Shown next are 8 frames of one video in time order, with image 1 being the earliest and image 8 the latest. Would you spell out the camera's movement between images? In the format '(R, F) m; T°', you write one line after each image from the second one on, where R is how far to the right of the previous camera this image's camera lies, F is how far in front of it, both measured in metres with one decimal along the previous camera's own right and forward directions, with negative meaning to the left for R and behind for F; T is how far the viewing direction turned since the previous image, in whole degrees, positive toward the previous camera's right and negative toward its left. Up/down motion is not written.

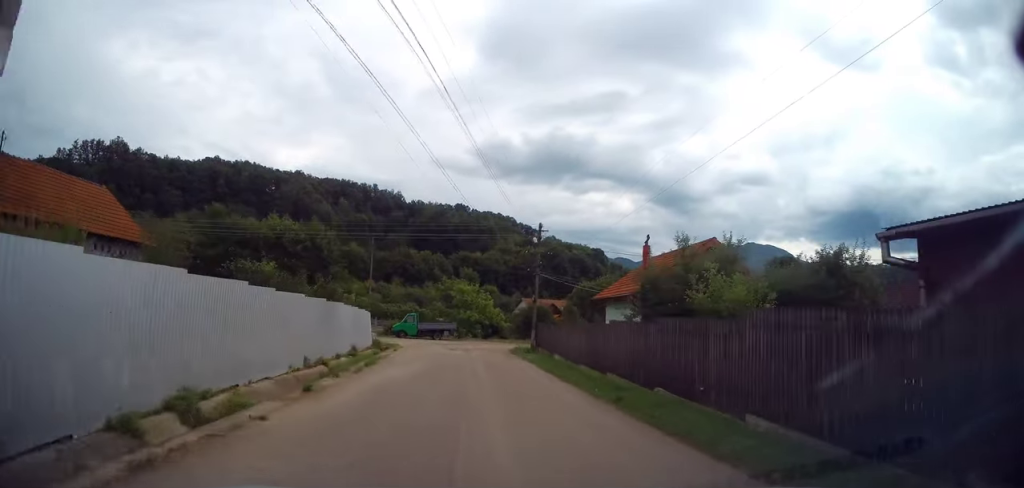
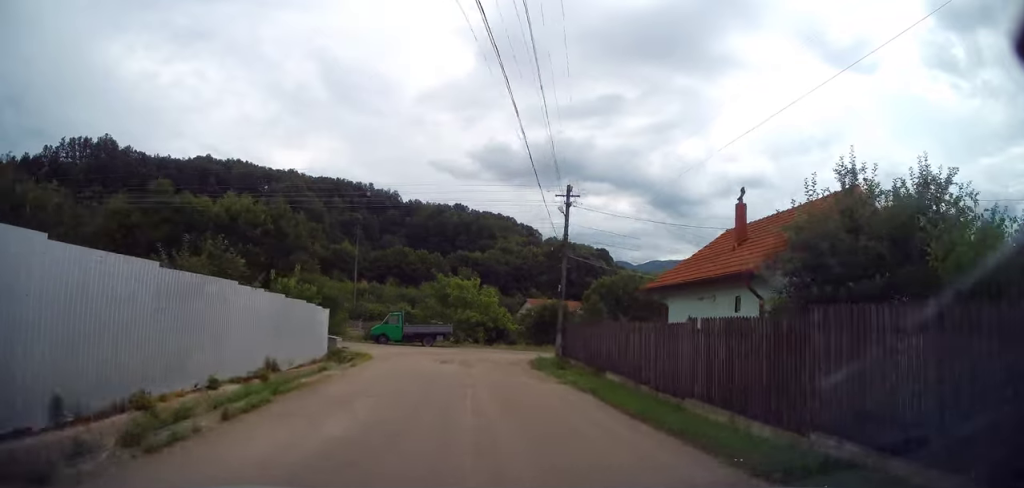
(0.0, +9.3) m; 0°
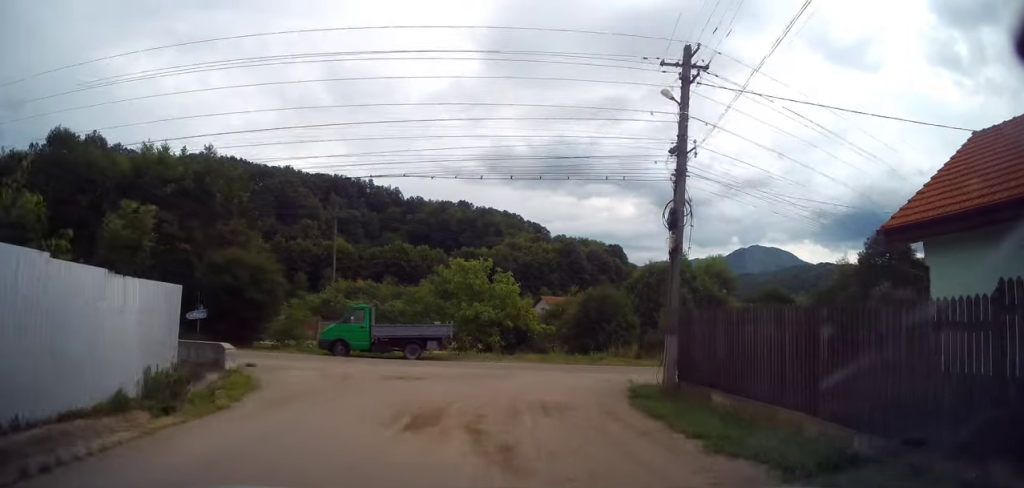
(-0.1, +12.7) m; +1°
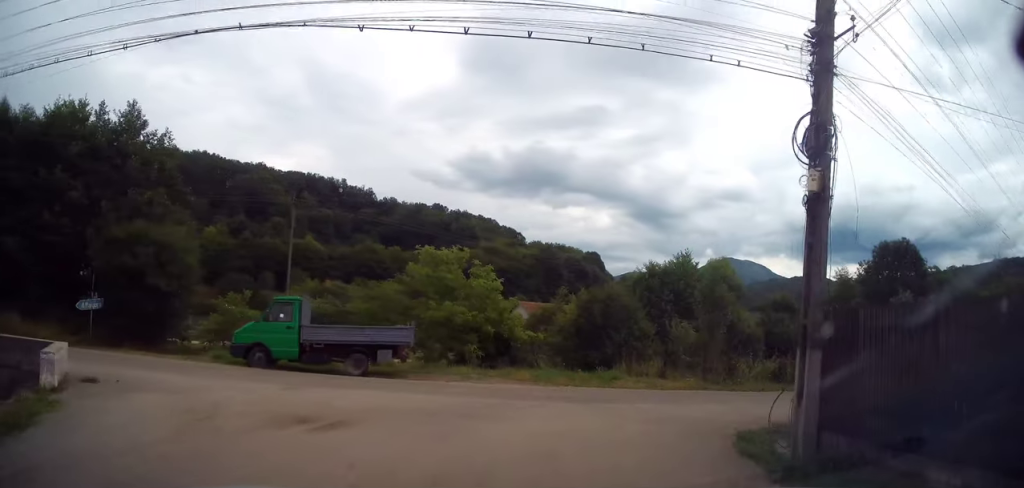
(+0.1, +6.1) m; +3°
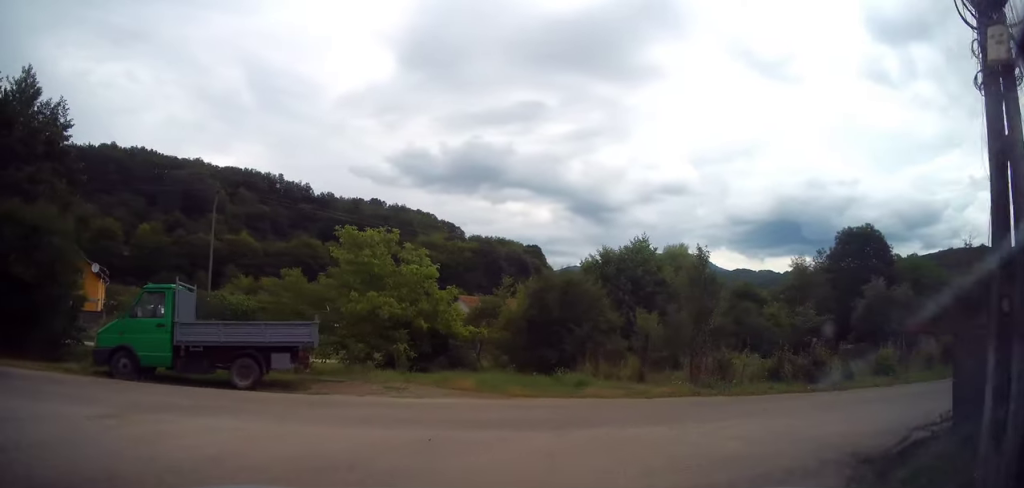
(+0.1, +4.0) m; +5°
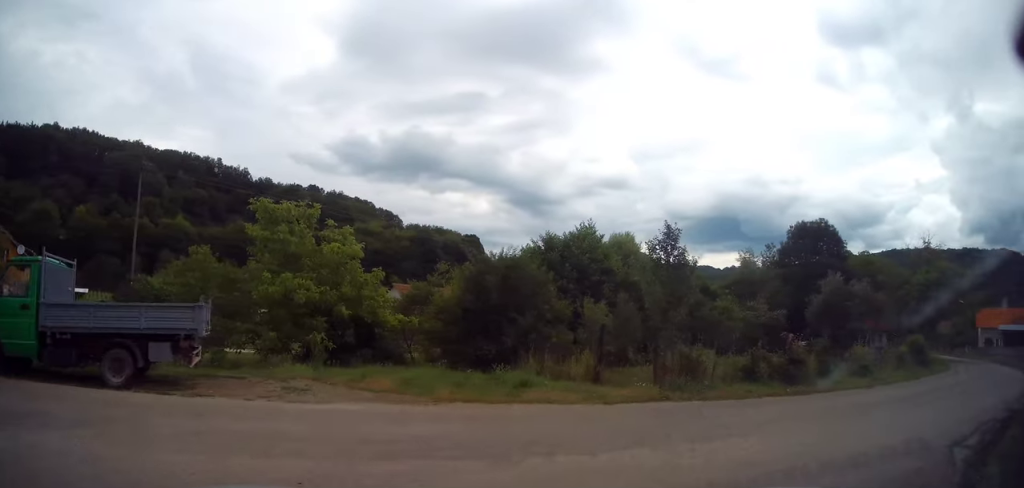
(-0.1, +2.4) m; +11°
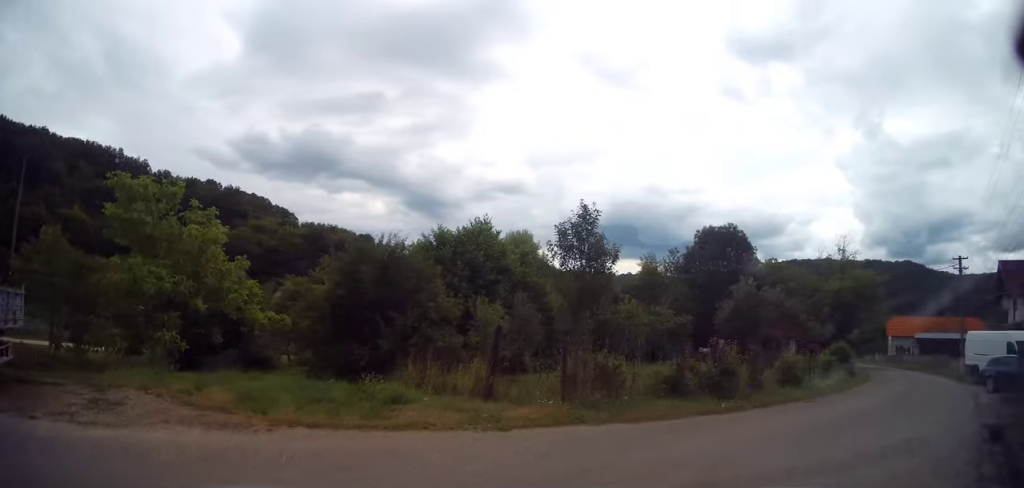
(+0.8, +2.6) m; +20°
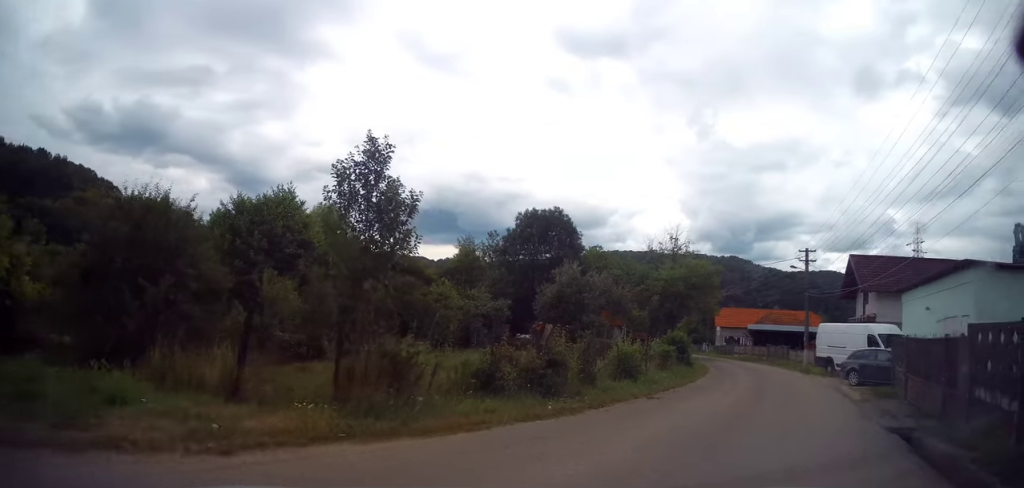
(+0.3, +2.8) m; +20°
